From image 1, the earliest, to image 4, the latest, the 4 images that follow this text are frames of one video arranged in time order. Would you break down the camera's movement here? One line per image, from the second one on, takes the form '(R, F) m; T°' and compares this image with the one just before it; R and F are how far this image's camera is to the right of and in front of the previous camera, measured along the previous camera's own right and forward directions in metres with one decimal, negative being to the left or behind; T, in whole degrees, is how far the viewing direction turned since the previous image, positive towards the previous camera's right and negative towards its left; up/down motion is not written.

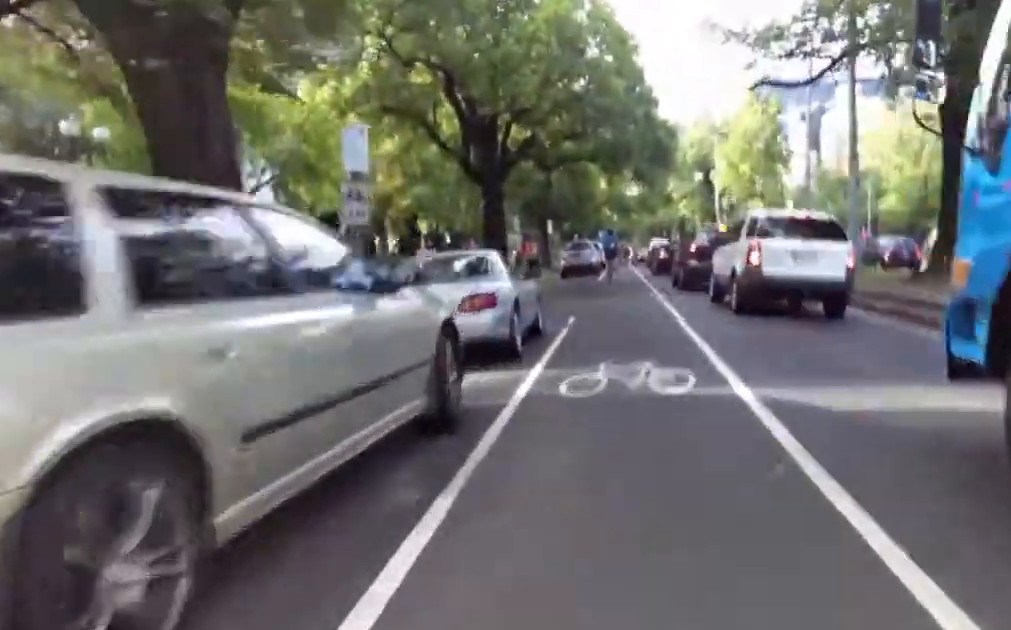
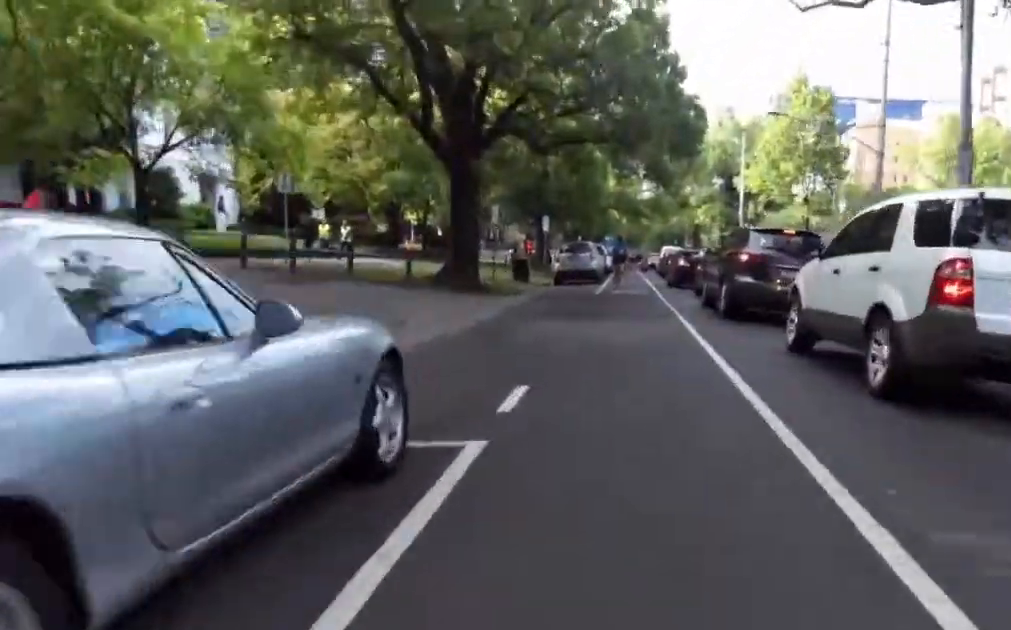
(-0.5, +6.3) m; -3°
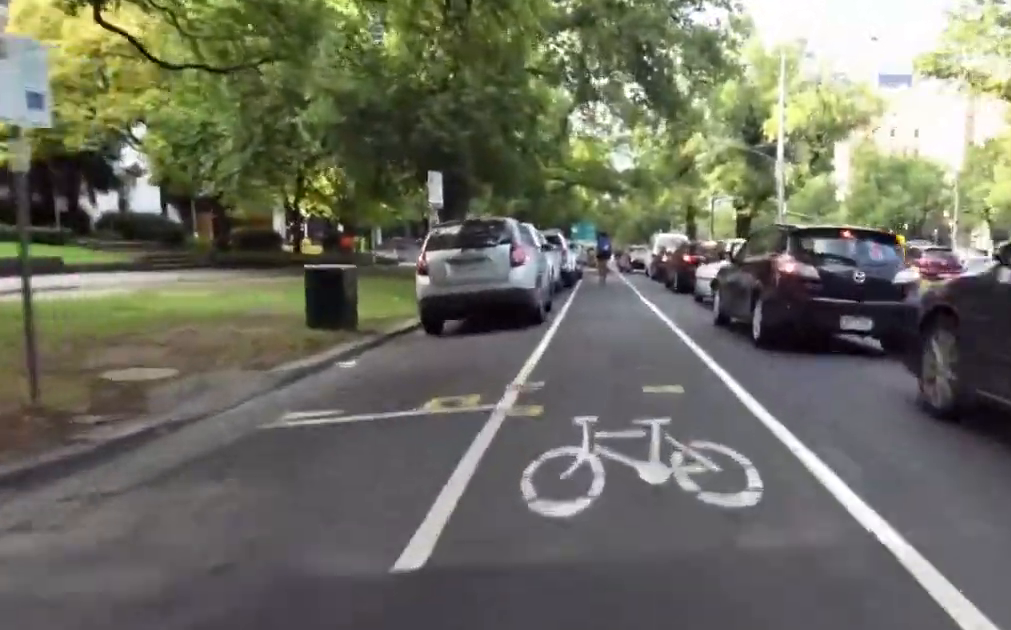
(+0.2, +17.4) m; -2°
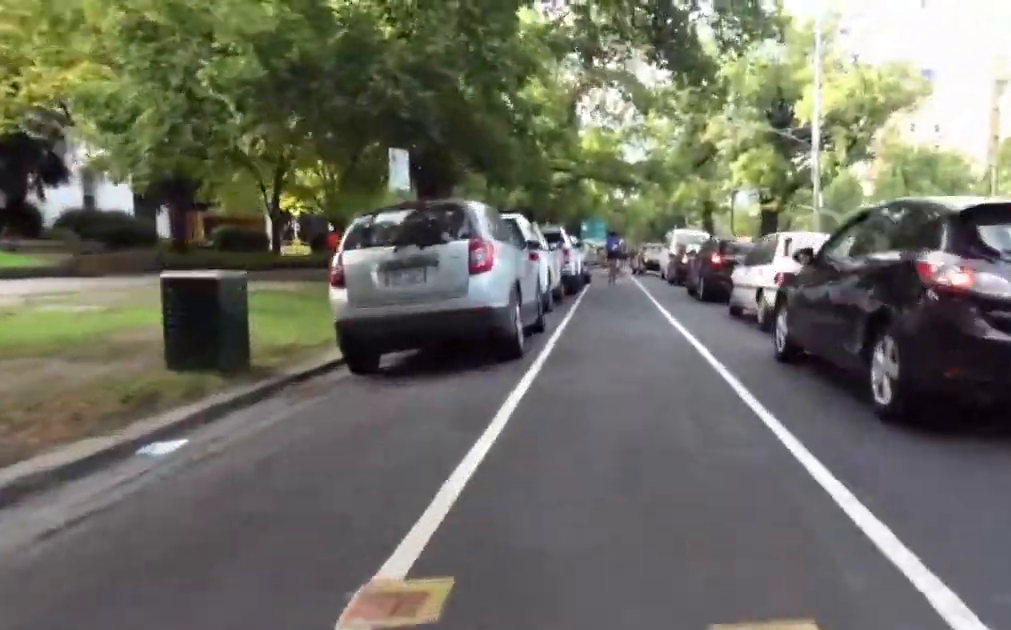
(-0.1, +3.6) m; -1°
